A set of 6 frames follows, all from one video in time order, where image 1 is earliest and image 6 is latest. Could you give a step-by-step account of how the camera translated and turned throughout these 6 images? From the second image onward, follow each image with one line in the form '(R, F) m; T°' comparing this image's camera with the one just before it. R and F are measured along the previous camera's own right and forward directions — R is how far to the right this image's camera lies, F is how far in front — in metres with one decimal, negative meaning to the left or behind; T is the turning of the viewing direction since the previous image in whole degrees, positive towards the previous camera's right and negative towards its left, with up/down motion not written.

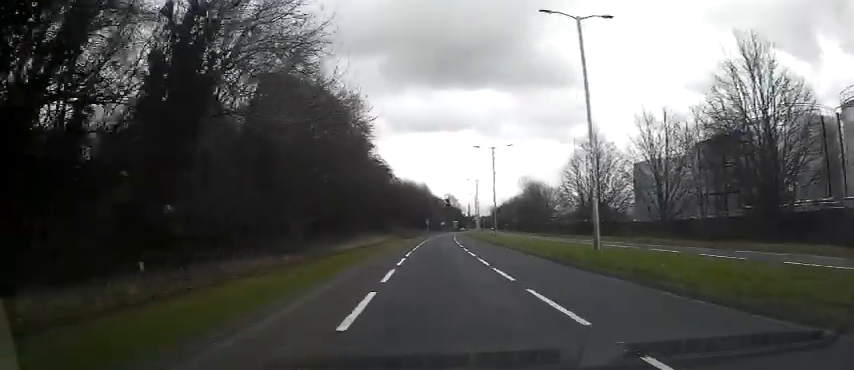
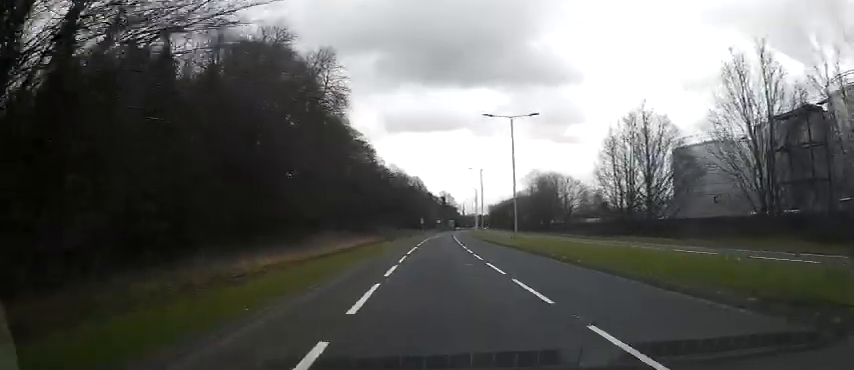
(0.0, +16.5) m; +1°
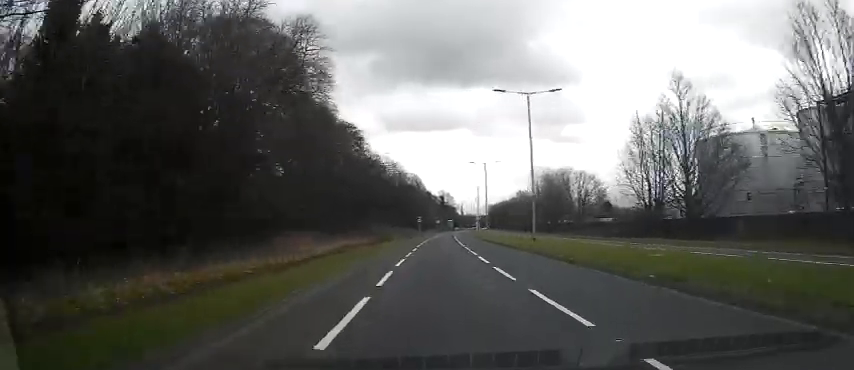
(0.0, +7.8) m; 0°
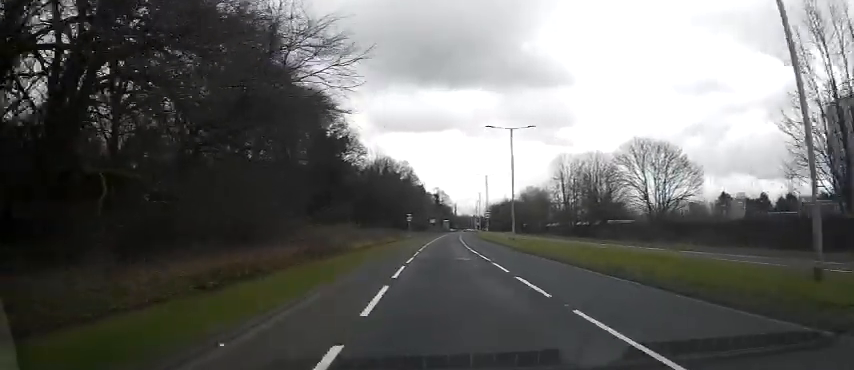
(+0.5, +27.9) m; +1°
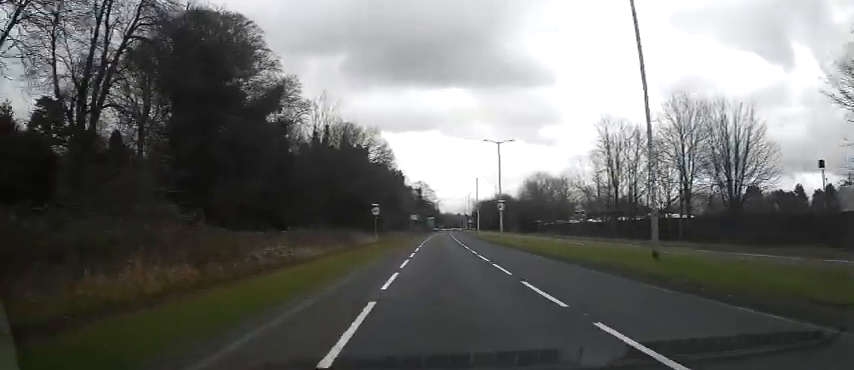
(+0.6, +31.5) m; +3°
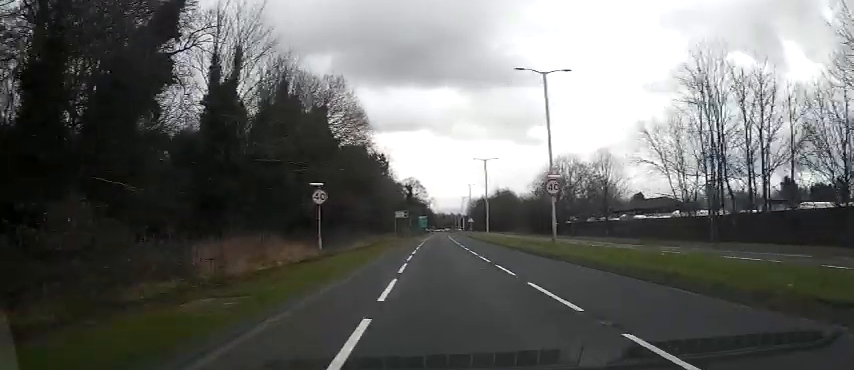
(+0.2, +24.0) m; +1°
